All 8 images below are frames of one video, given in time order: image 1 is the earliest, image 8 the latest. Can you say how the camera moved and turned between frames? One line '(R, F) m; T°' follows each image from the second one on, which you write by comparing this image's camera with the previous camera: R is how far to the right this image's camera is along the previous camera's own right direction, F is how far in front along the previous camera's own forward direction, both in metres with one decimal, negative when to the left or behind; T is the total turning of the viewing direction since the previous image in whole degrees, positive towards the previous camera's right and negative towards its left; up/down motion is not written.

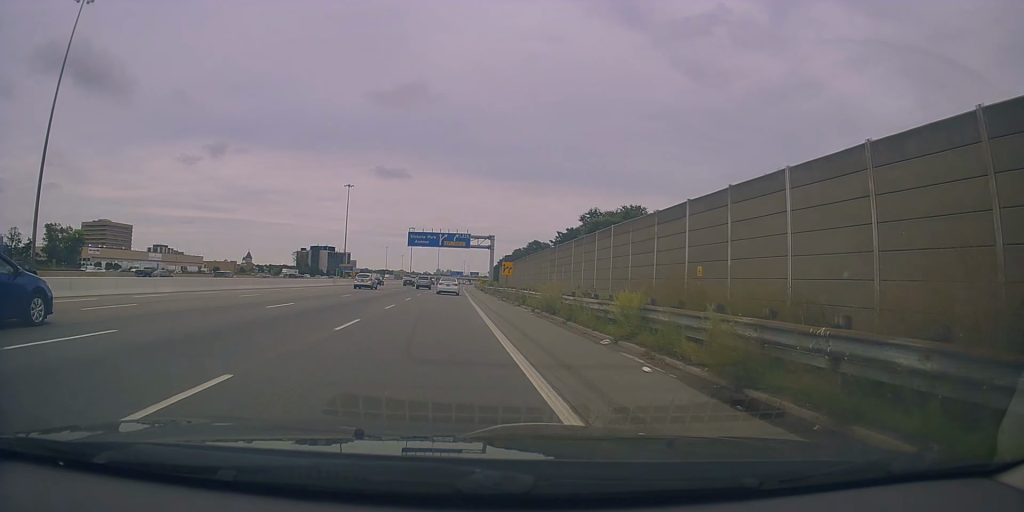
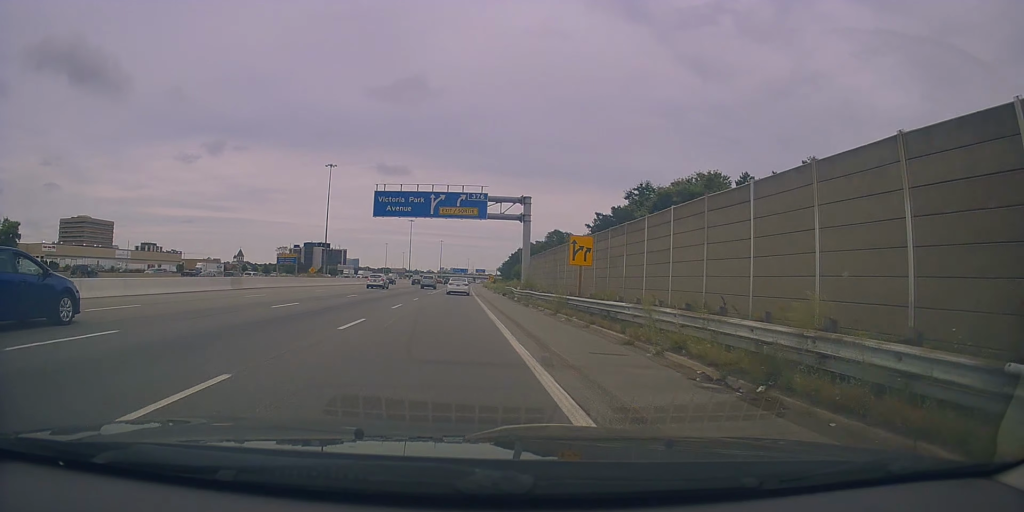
(-0.8, +37.2) m; -1°
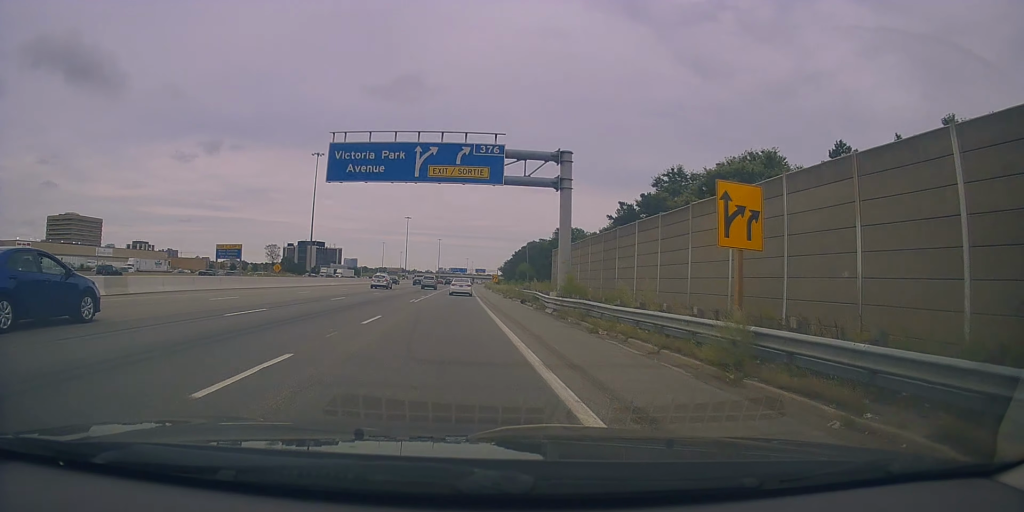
(0.0, +16.7) m; 0°
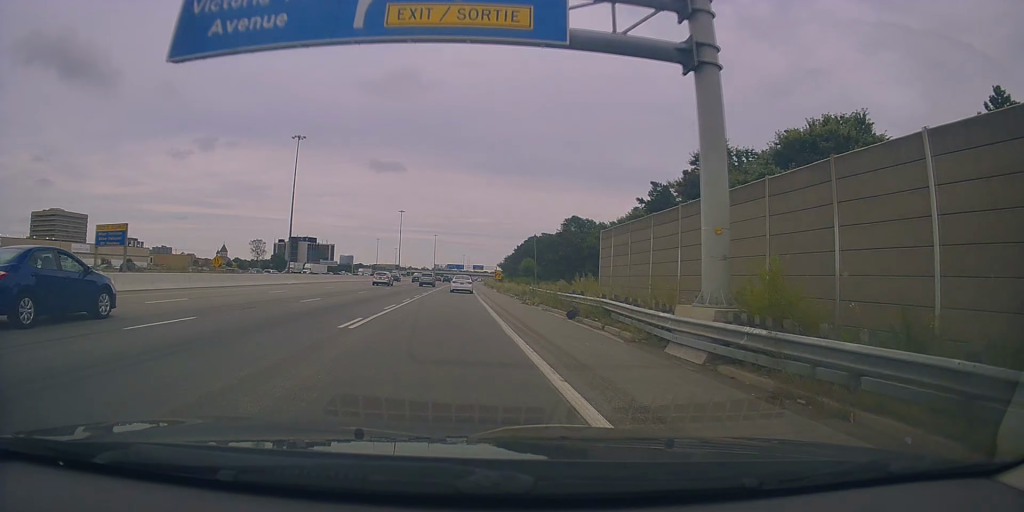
(0.0, +17.6) m; +1°
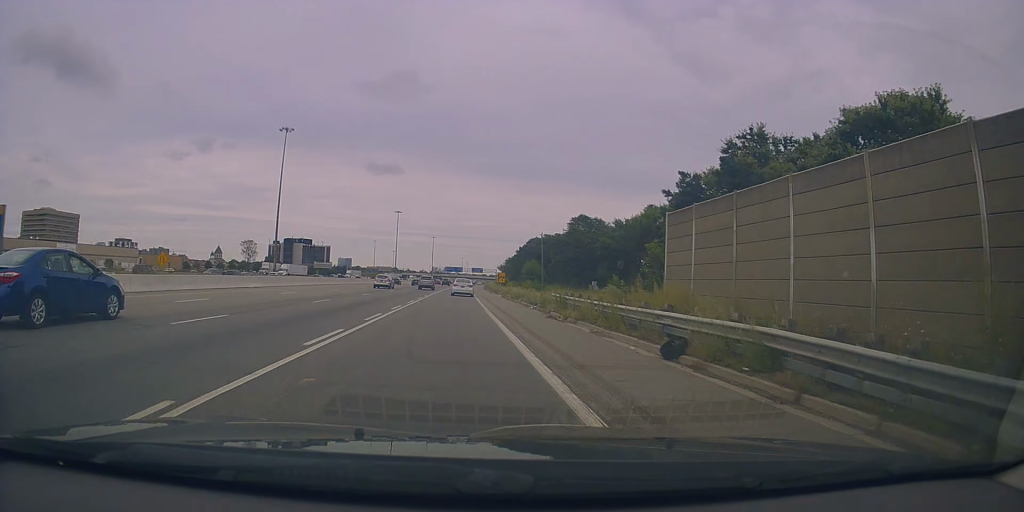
(+0.1, +10.3) m; 0°
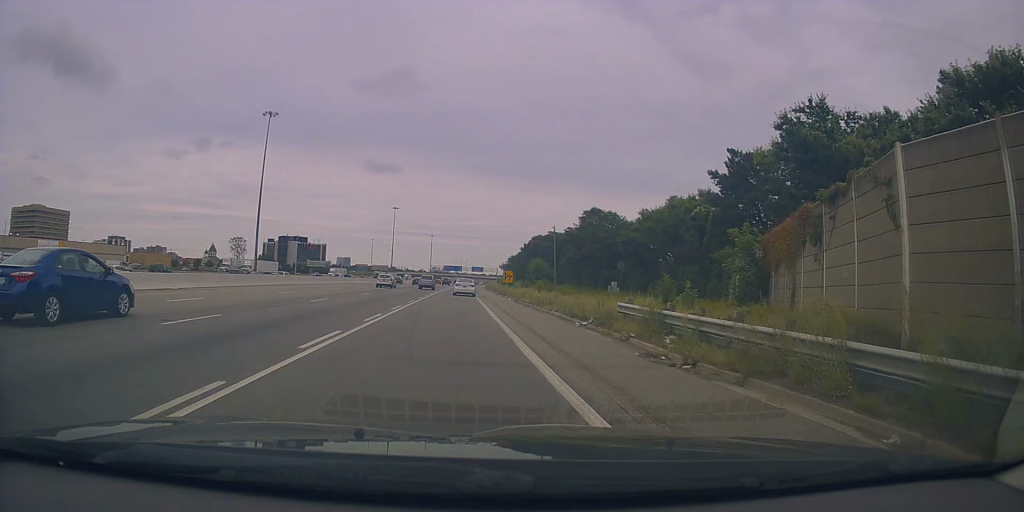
(+0.4, +12.7) m; -1°
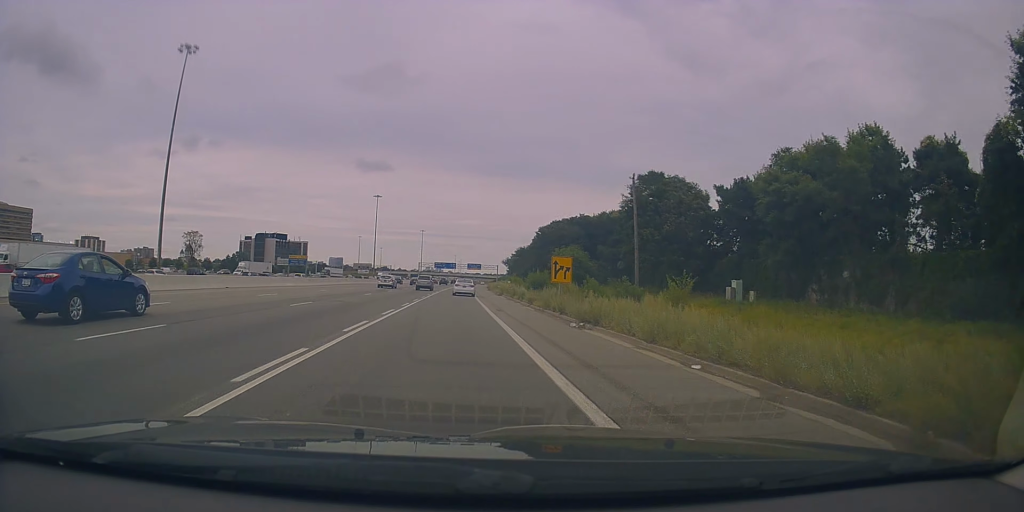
(-1.0, +39.9) m; +1°
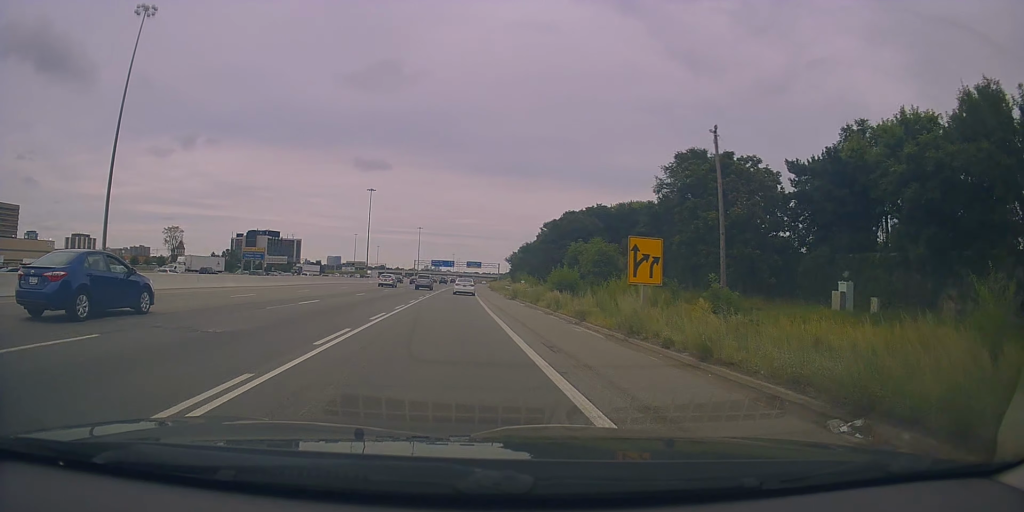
(+0.1, +14.9) m; +2°
